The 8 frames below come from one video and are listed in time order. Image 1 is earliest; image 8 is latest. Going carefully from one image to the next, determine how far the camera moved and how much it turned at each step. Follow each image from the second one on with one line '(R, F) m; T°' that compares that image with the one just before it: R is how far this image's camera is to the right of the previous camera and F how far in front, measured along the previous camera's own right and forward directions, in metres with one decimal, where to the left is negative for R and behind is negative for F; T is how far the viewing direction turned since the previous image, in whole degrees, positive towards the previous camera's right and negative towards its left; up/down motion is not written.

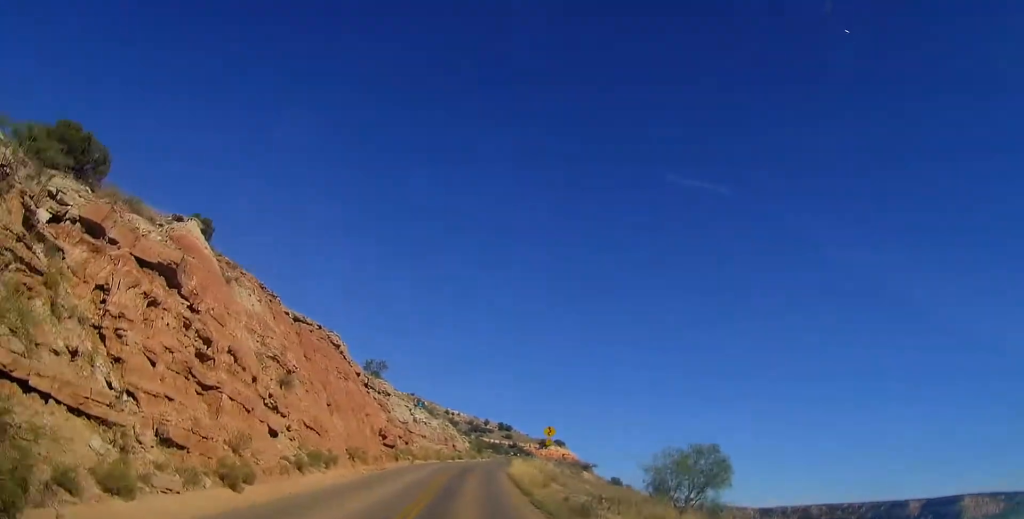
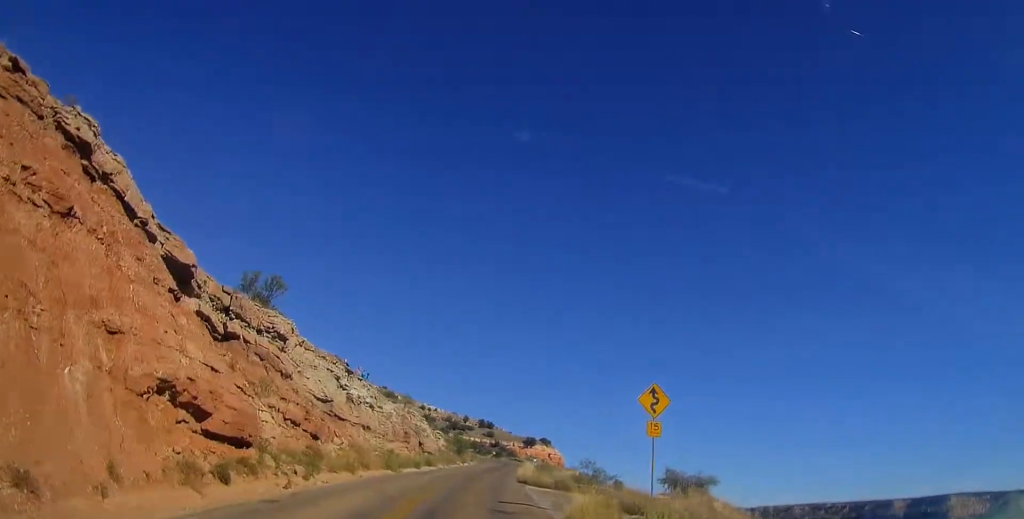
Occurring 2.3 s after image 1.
(+0.2, +30.2) m; +1°
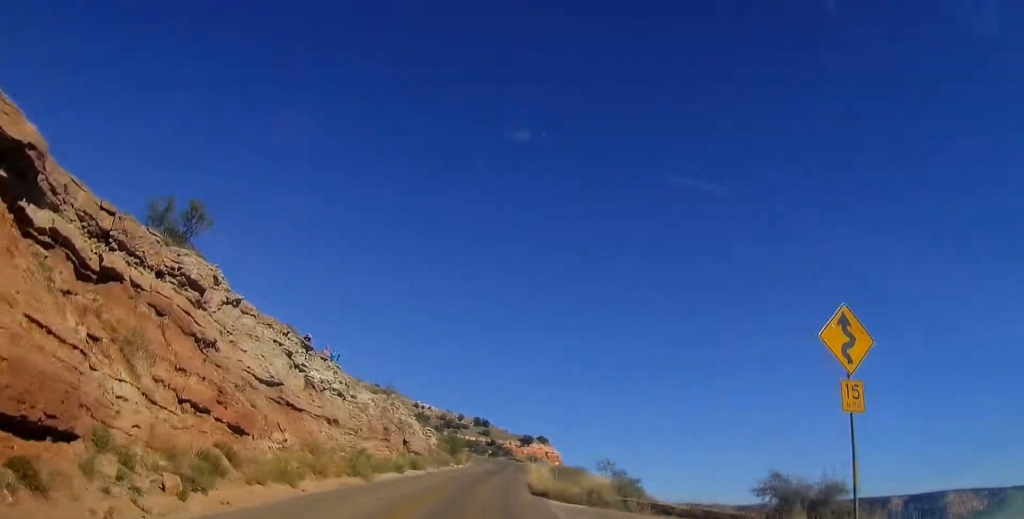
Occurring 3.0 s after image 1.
(+0.3, +9.8) m; +1°
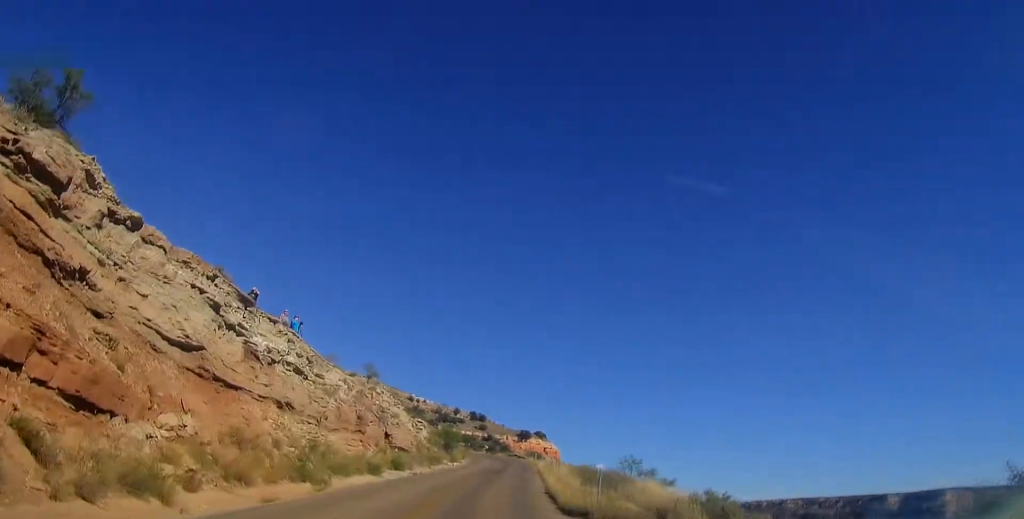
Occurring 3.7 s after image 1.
(0.0, +8.9) m; 0°
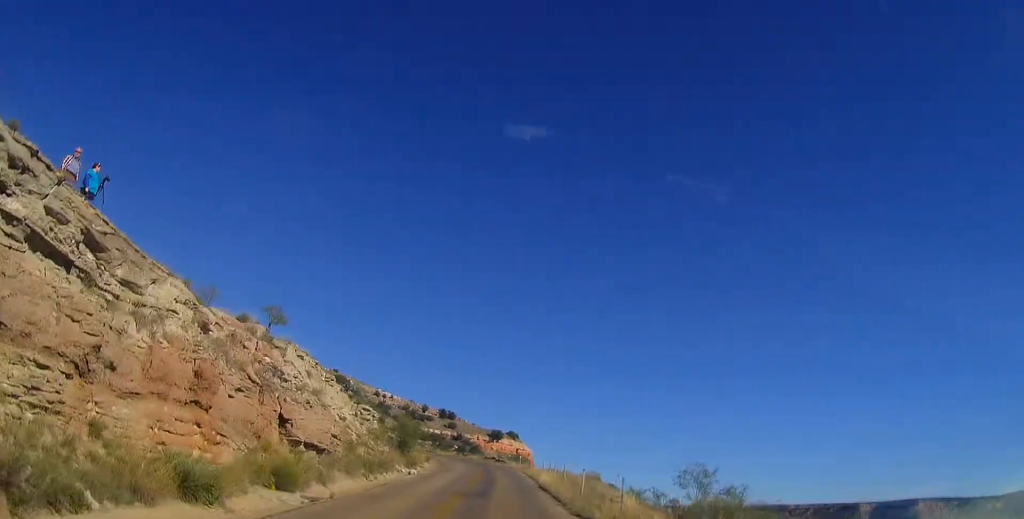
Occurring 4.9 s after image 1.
(+0.2, +16.1) m; +4°
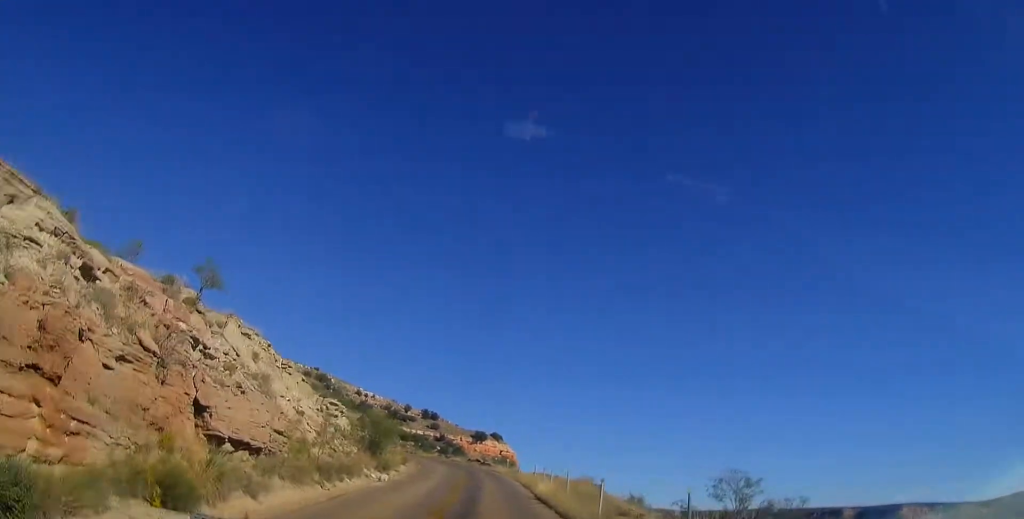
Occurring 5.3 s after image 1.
(+0.3, +5.5) m; +1°
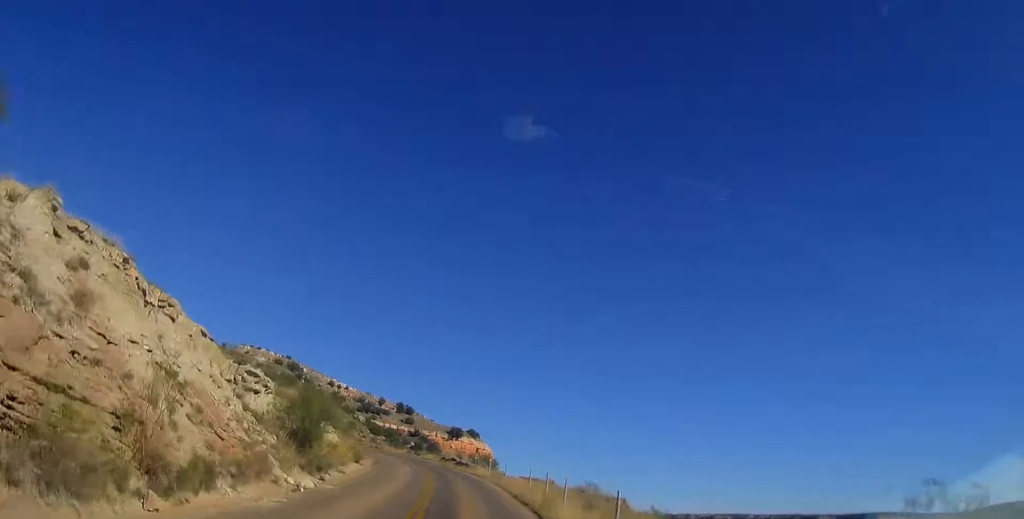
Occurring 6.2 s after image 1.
(+0.3, +10.6) m; +1°
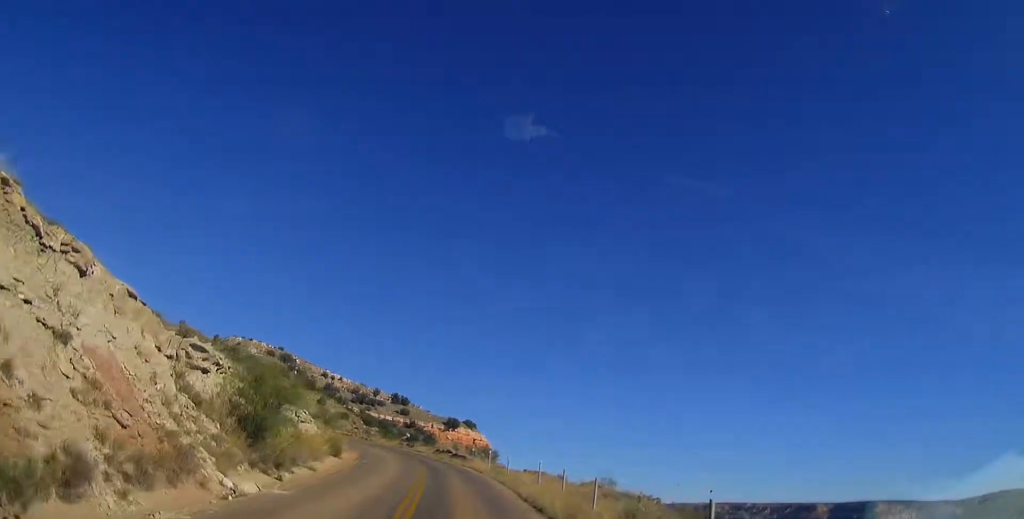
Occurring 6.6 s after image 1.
(0.0, +5.0) m; 0°
